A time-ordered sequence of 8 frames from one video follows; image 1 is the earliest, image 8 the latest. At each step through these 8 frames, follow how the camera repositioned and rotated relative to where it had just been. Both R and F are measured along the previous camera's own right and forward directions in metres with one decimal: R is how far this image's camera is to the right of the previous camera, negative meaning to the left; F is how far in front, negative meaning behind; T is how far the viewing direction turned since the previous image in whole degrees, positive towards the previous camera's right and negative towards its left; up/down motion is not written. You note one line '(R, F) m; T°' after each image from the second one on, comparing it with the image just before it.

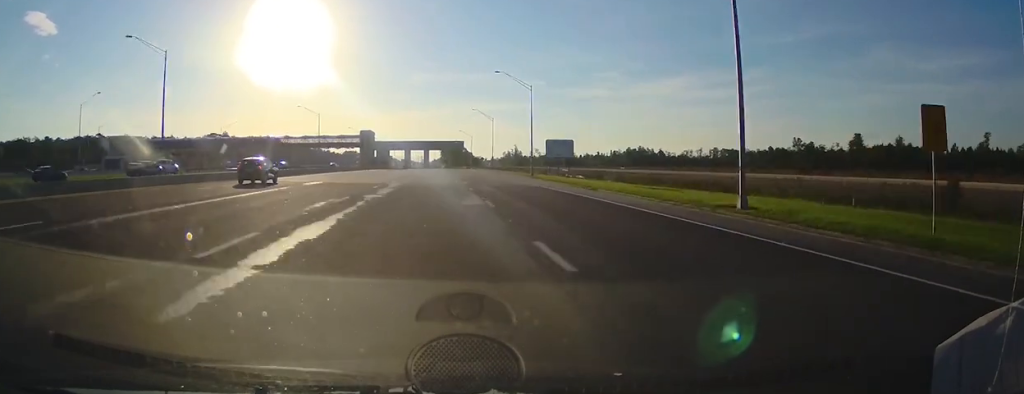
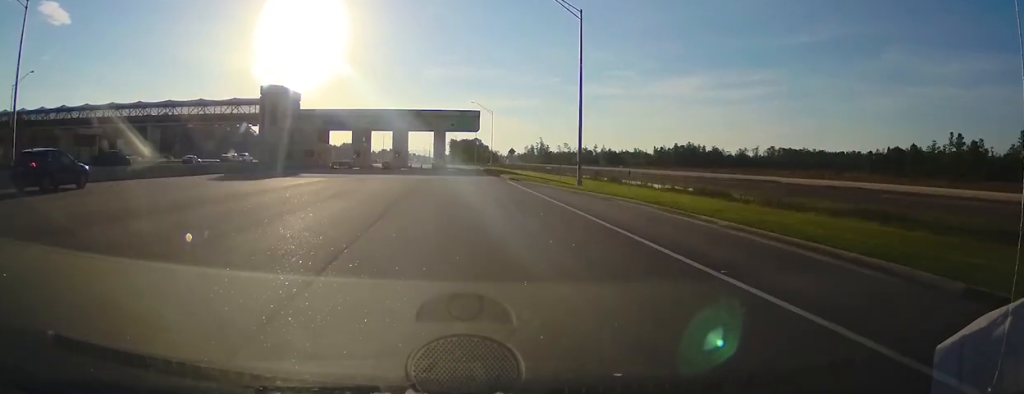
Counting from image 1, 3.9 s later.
(-1.2, +58.2) m; -2°
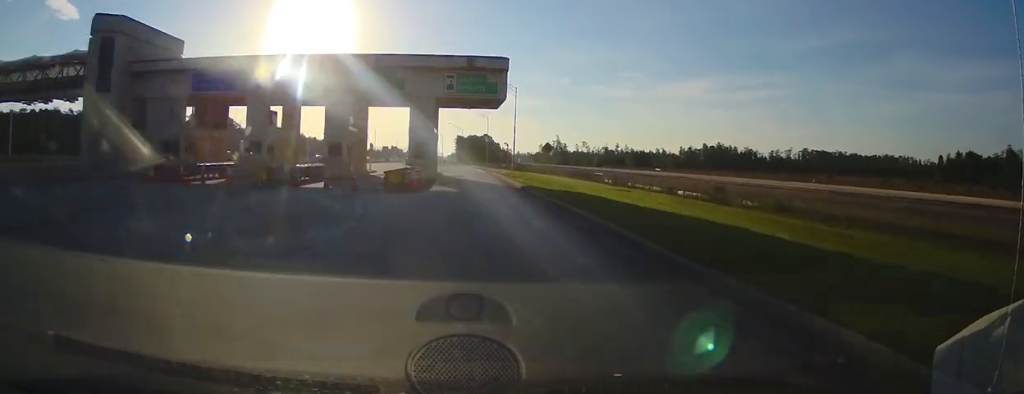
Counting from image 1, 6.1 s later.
(+0.1, +29.1) m; -1°
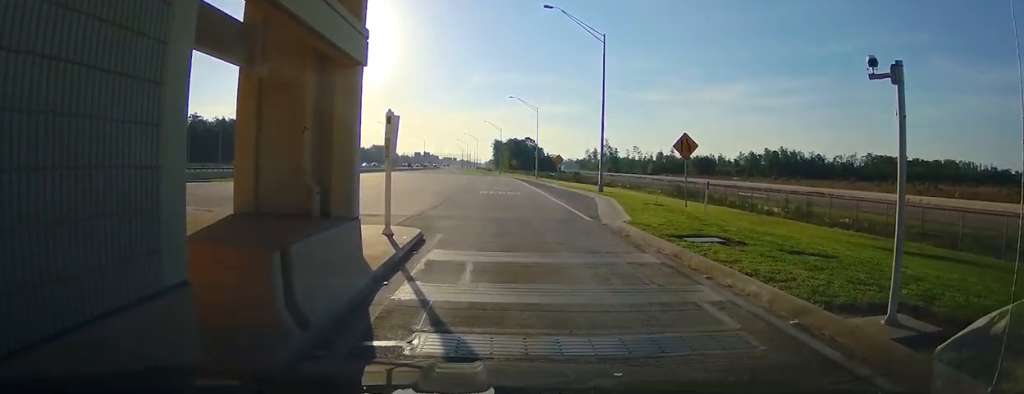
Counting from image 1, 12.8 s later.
(-0.1, +49.8) m; +1°
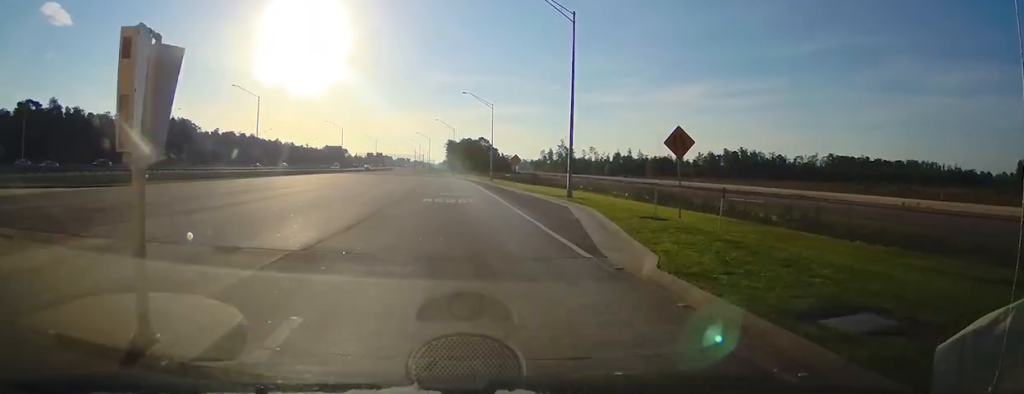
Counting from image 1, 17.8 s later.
(-0.4, +29.2) m; -2°
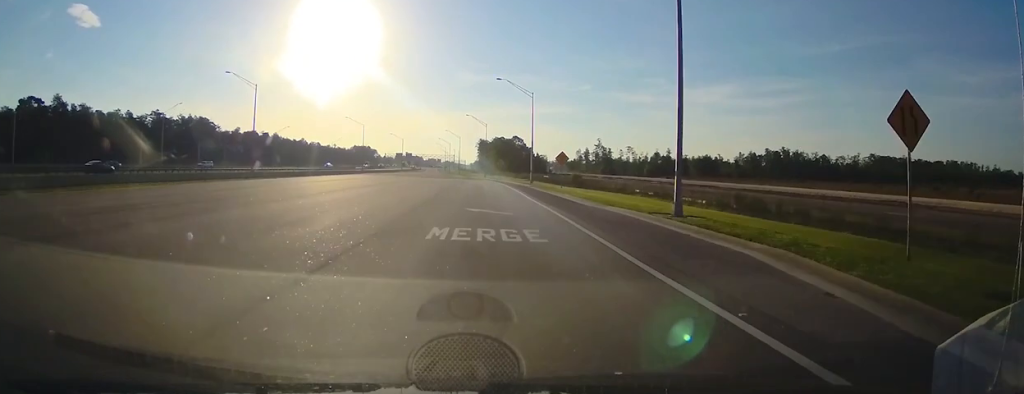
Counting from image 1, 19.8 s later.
(-0.2, +14.5) m; -2°
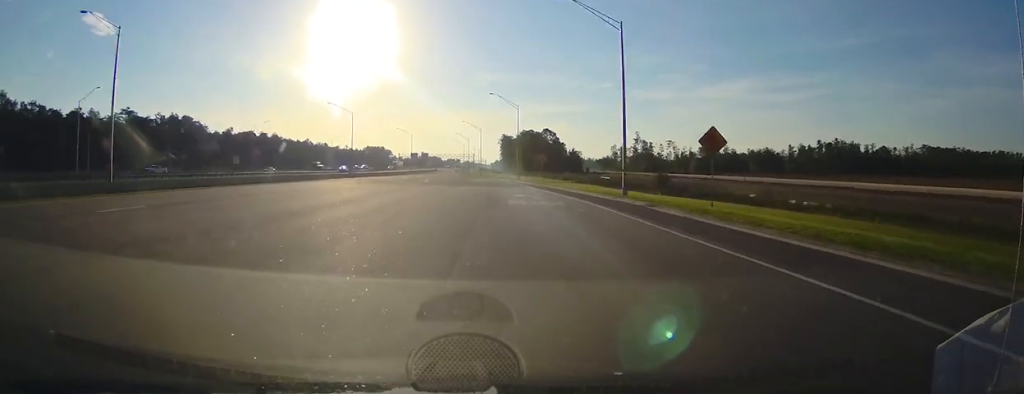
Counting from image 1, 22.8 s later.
(-0.1, +28.0) m; -3°
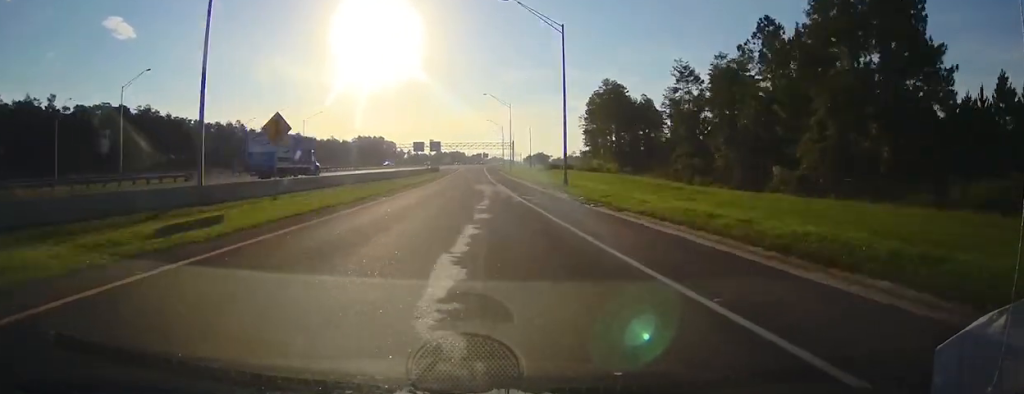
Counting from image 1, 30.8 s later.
(-0.5, +188.6) m; +1°
